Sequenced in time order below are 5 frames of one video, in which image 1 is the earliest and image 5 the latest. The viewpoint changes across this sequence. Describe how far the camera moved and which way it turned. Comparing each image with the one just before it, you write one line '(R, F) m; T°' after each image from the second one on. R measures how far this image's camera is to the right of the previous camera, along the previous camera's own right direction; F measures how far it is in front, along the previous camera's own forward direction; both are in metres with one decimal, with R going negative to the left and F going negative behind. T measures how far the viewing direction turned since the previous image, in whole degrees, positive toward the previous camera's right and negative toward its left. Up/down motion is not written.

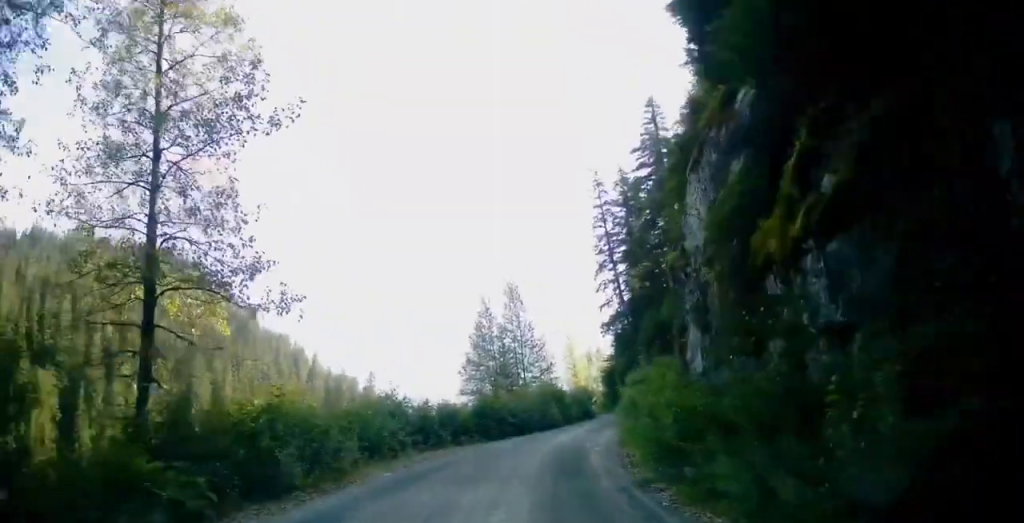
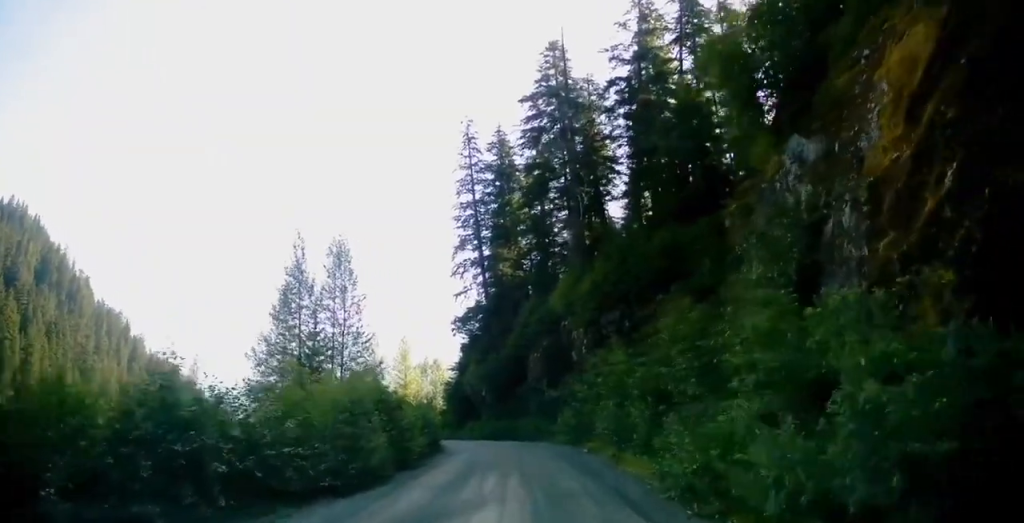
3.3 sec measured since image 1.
(+4.3, +26.8) m; +19°
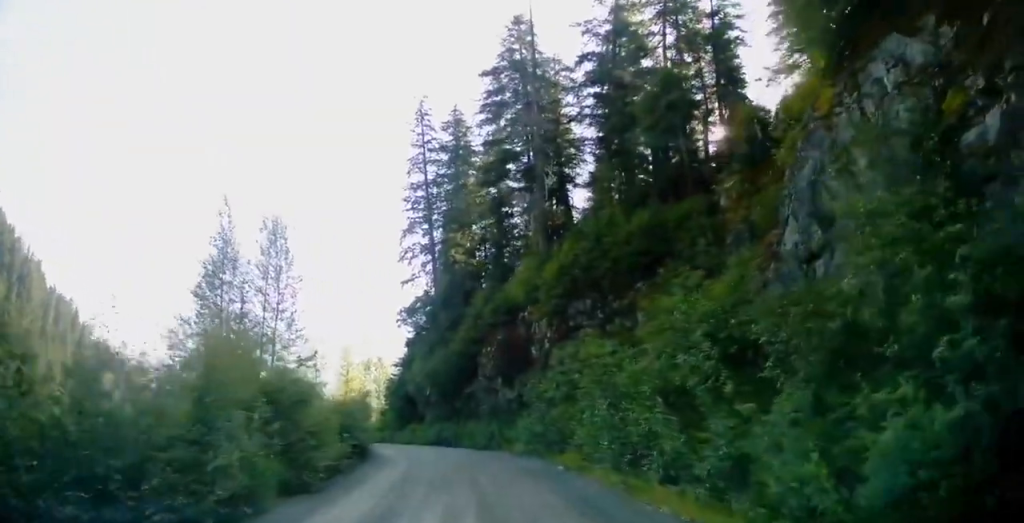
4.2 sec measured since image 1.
(+0.5, +7.5) m; +4°
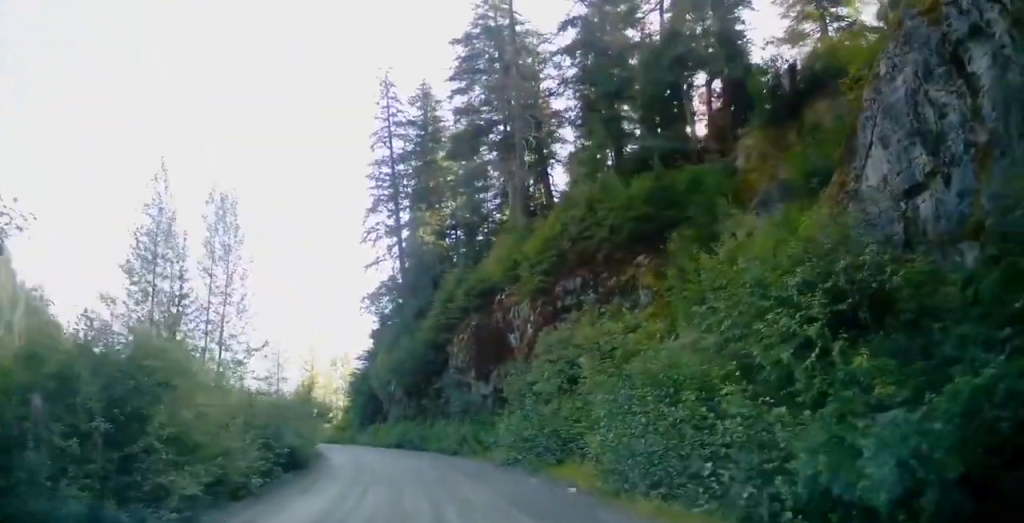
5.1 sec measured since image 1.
(-0.2, +6.7) m; +3°
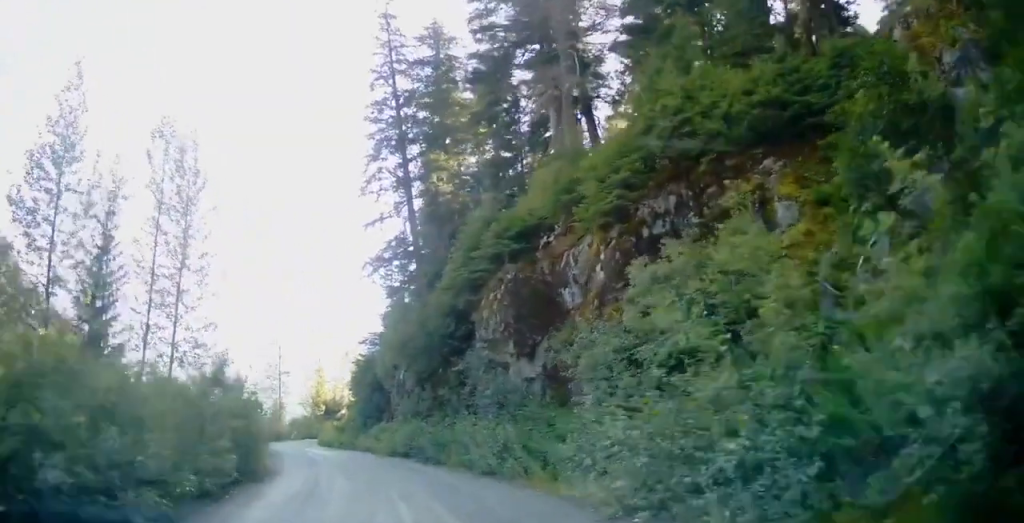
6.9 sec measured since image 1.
(-0.2, +13.0) m; -4°
